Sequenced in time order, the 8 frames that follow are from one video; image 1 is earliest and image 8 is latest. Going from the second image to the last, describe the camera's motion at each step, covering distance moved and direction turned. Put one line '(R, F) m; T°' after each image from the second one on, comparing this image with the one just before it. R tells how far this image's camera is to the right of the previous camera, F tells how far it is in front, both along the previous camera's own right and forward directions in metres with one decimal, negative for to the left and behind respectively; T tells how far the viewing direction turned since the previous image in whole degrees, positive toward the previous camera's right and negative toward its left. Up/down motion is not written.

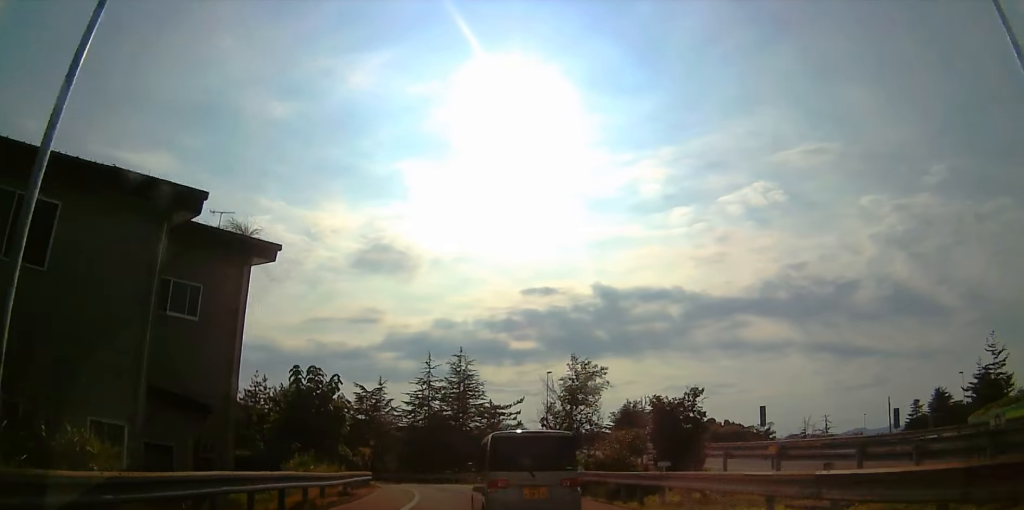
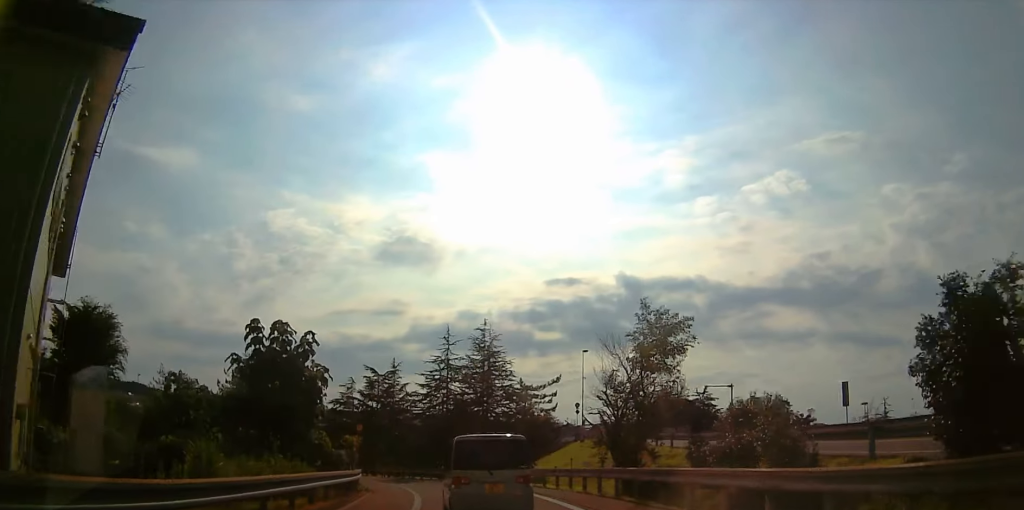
(-1.8, +11.0) m; -10°
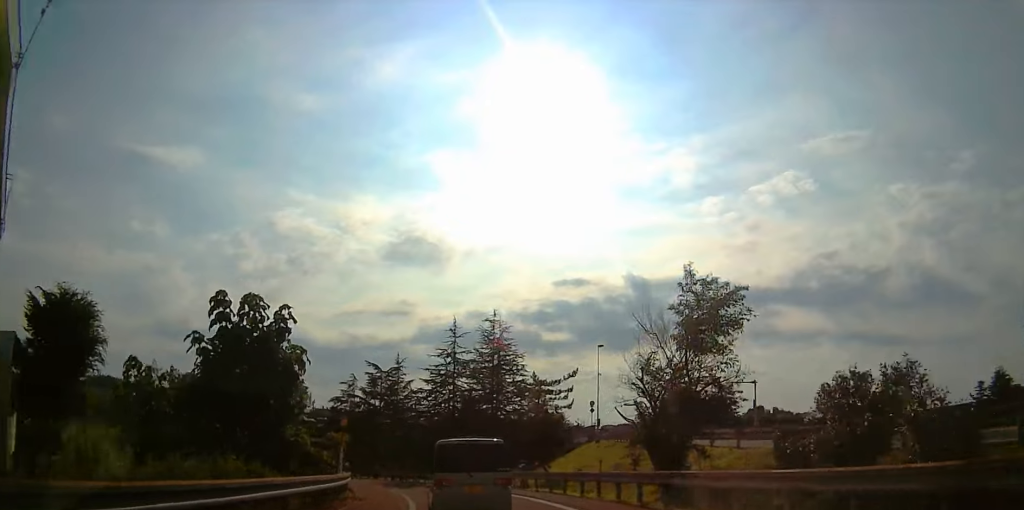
(-0.1, +4.7) m; +1°
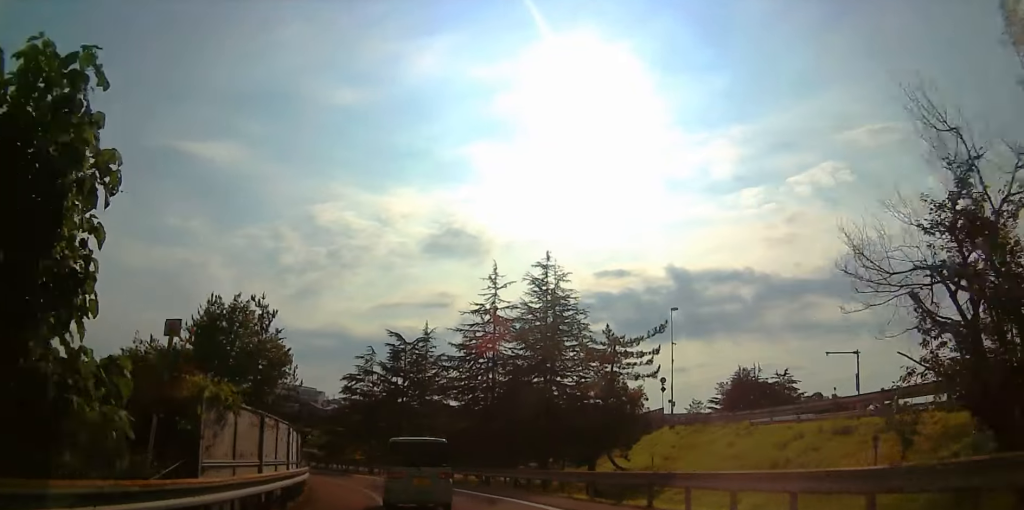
(+0.6, +14.5) m; -1°
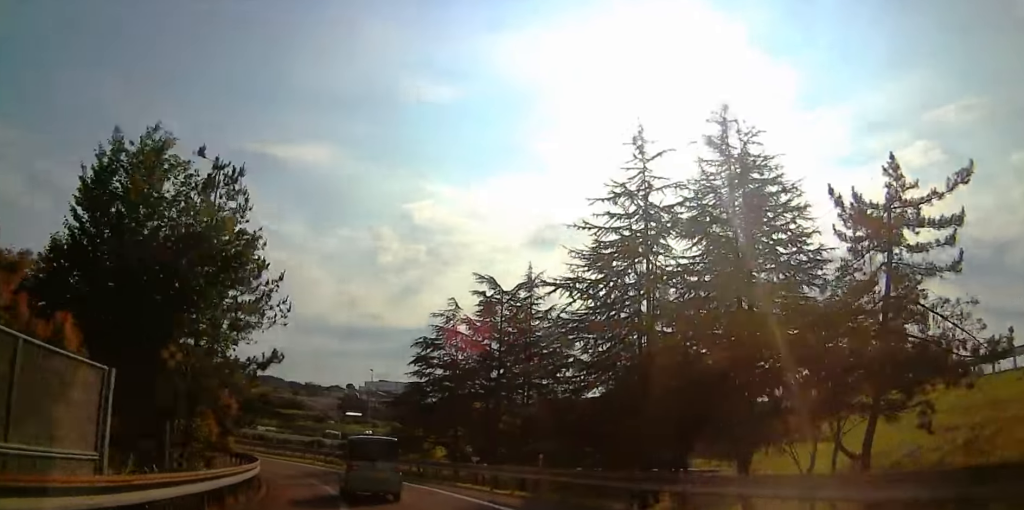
(-1.9, +18.3) m; -11°
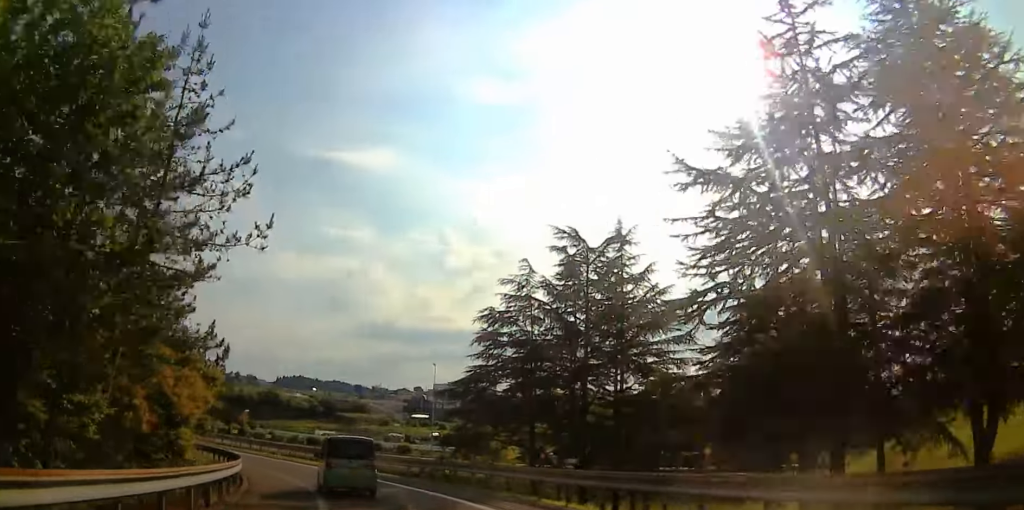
(+0.2, +9.0) m; -4°
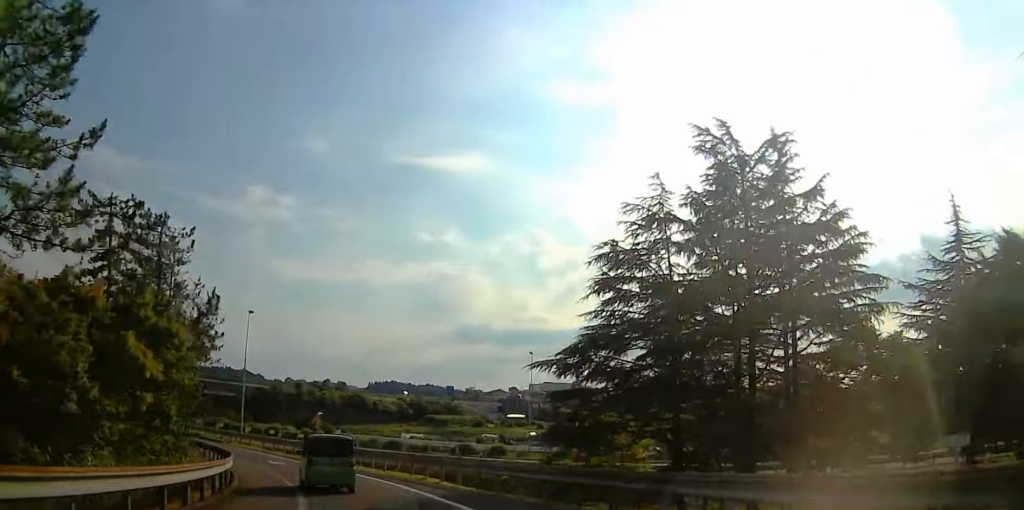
(-1.0, +11.0) m; -9°
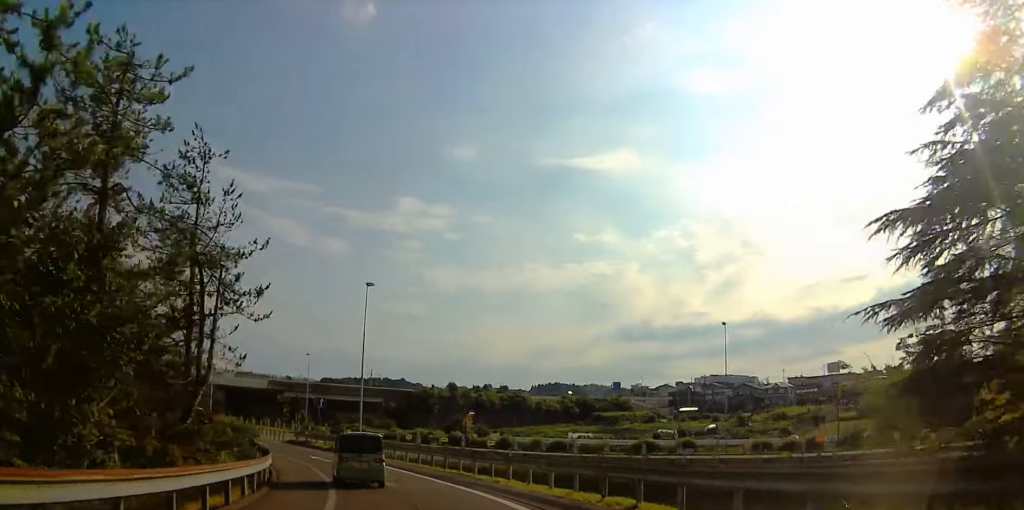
(-1.4, +13.9) m; -7°
